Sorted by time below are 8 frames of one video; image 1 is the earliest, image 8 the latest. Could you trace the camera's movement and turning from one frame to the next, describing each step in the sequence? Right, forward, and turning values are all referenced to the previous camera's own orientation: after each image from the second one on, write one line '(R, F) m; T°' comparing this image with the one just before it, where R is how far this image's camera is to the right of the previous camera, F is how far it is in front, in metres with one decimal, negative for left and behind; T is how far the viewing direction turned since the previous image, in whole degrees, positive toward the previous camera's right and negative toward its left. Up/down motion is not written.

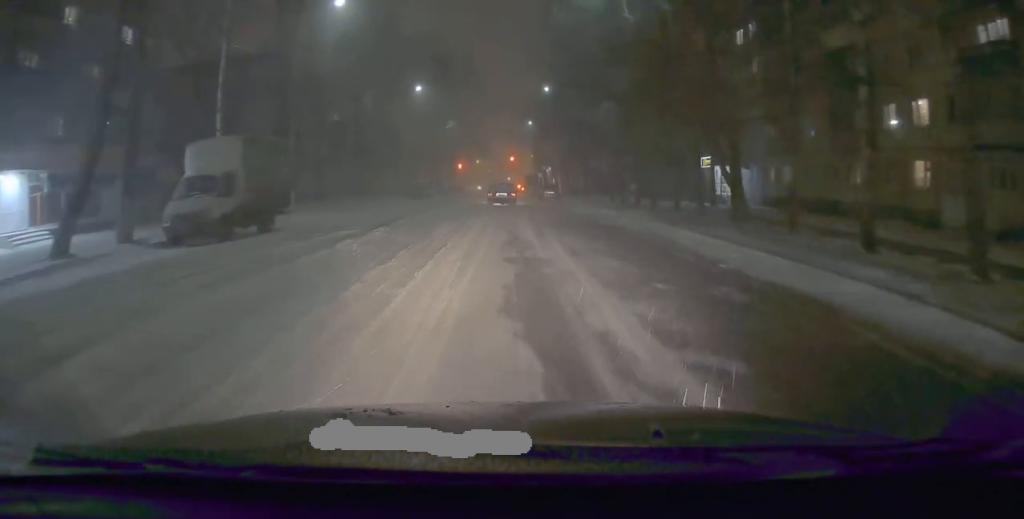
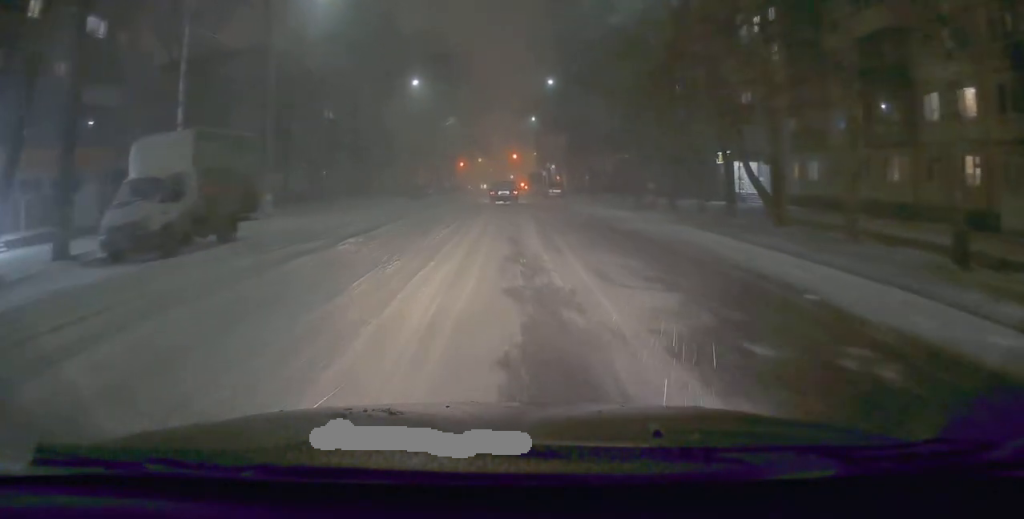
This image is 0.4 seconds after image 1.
(+0.1, +3.2) m; 0°
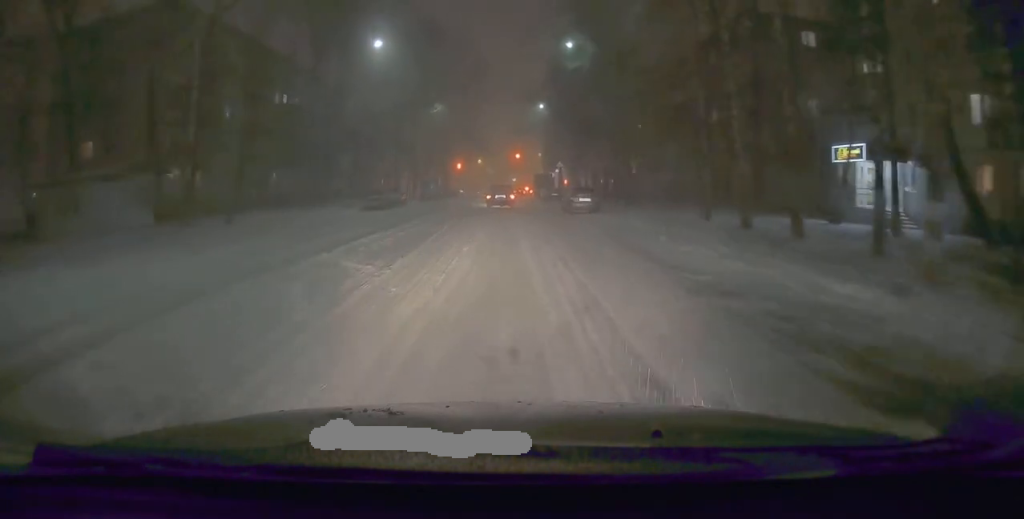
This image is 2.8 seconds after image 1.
(-0.2, +17.2) m; 0°
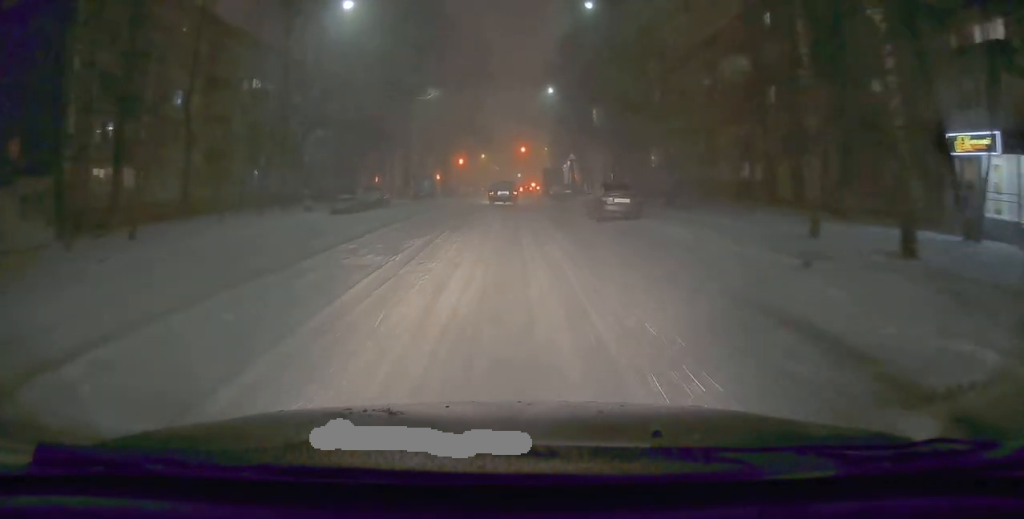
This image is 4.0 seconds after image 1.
(+0.1, +8.4) m; +2°
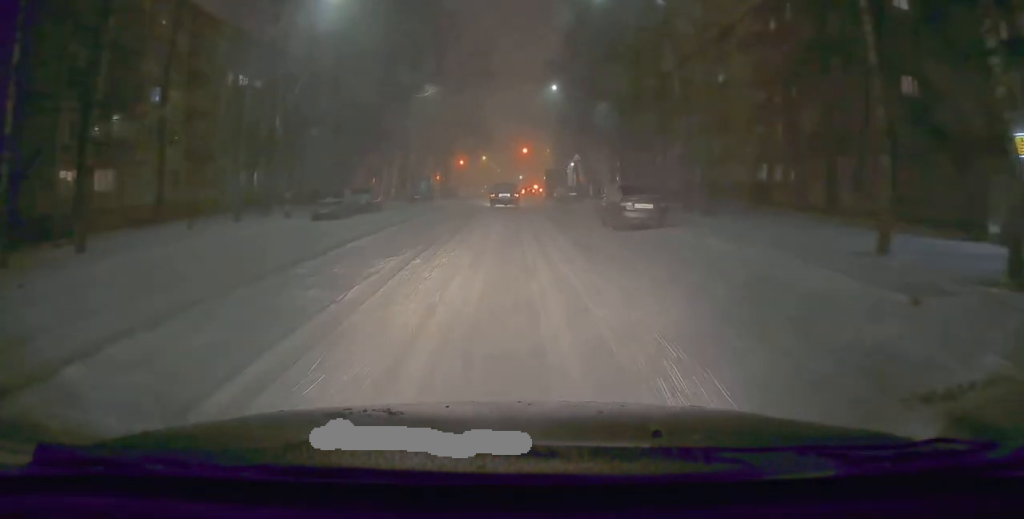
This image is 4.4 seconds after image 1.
(+0.2, +3.1) m; +1°
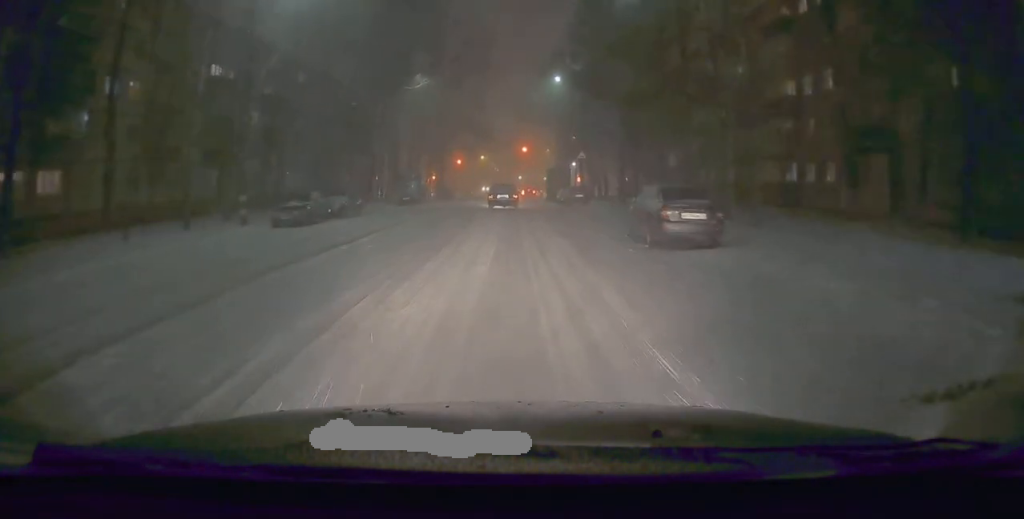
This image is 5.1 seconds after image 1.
(-0.1, +4.9) m; -1°
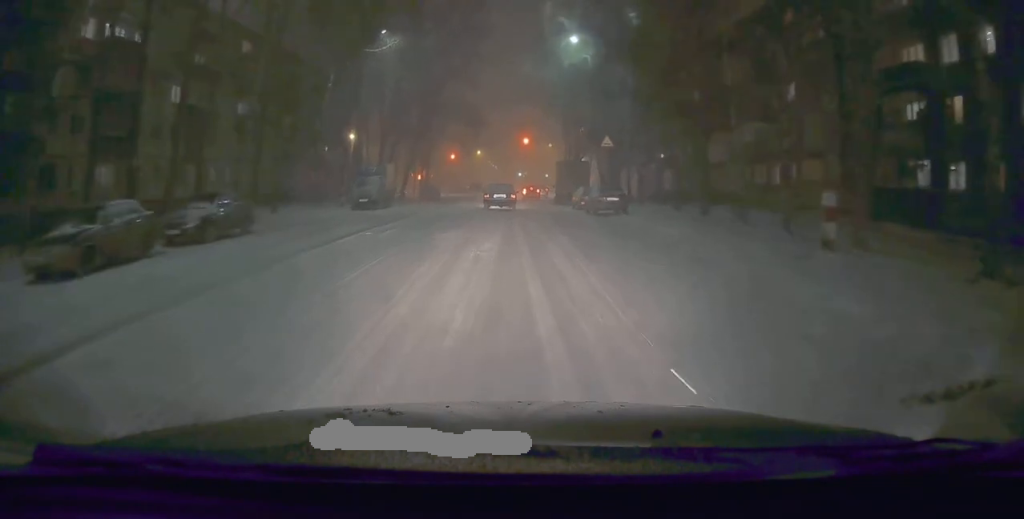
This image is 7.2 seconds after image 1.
(0.0, +14.1) m; 0°
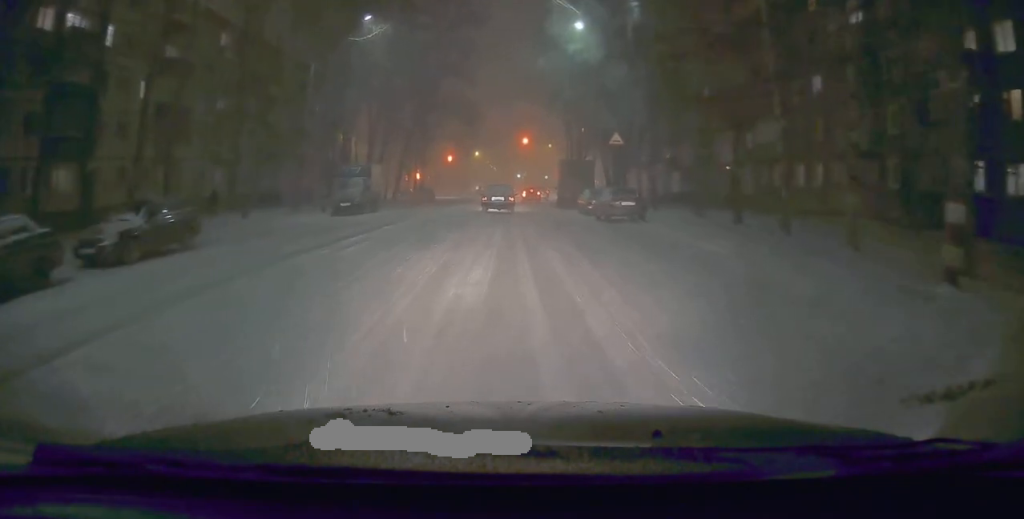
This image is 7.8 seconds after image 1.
(0.0, +3.8) m; 0°
